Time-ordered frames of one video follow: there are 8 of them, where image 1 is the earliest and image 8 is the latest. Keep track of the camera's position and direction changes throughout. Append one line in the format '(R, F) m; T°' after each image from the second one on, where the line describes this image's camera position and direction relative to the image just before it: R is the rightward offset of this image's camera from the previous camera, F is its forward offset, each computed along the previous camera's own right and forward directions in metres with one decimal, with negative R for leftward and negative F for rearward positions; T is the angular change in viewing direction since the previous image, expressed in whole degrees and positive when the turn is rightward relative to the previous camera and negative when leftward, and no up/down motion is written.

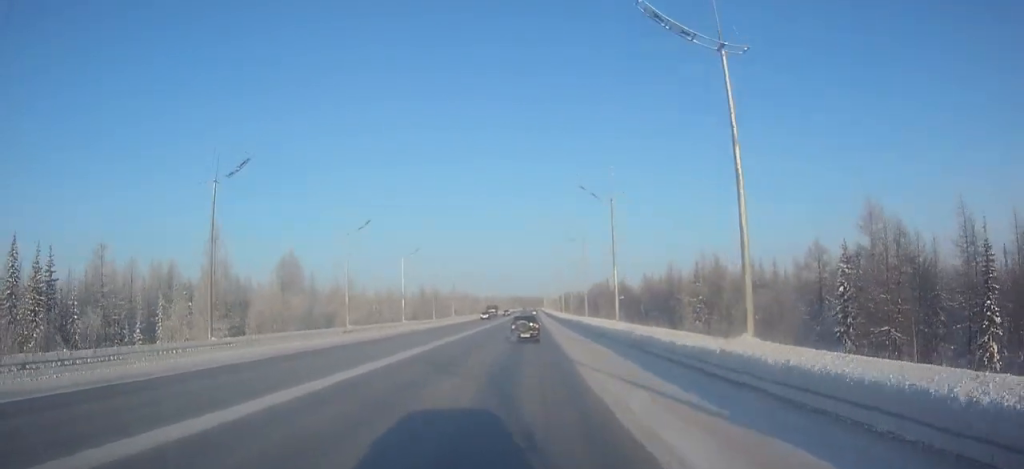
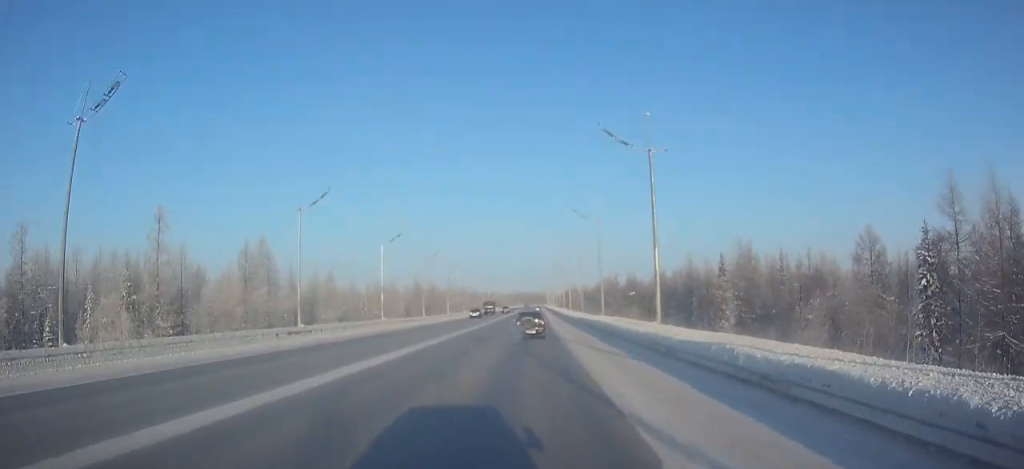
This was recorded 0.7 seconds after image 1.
(0.0, +12.7) m; 0°
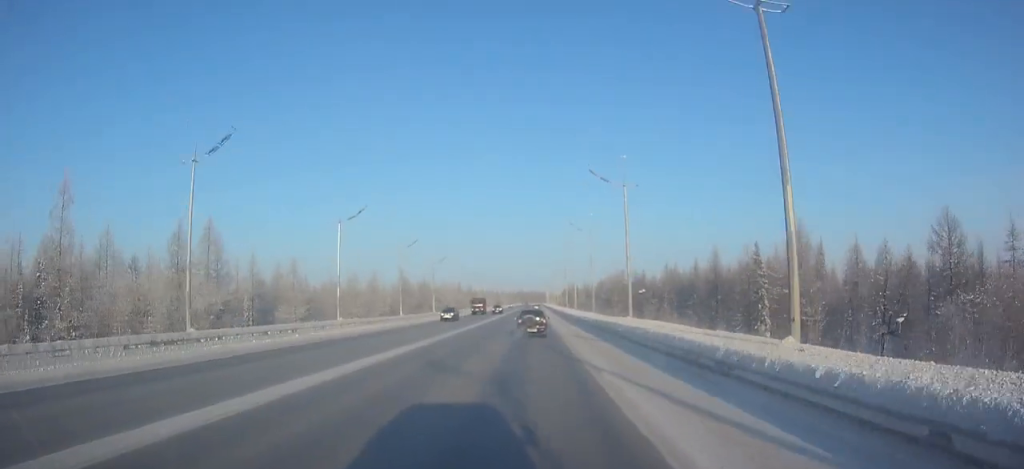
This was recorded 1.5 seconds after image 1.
(+0.1, +15.2) m; 0°
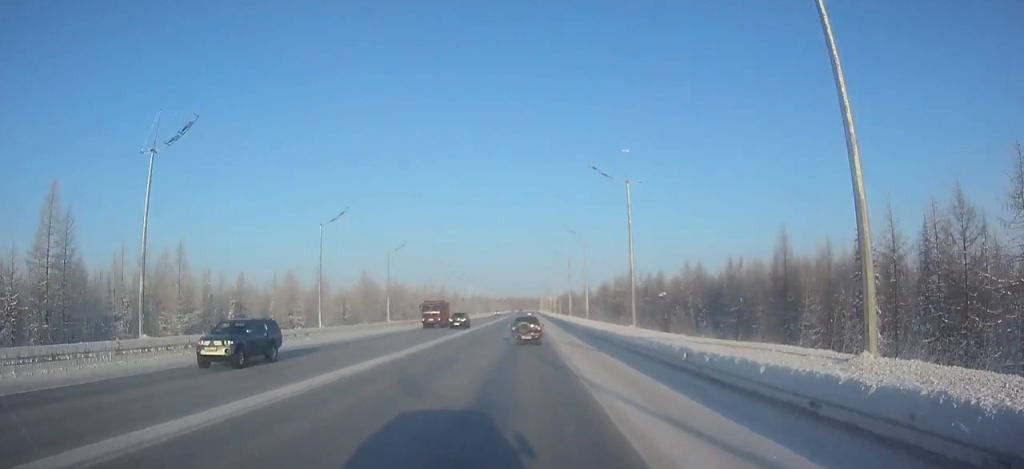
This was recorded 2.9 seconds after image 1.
(+0.1, +27.6) m; 0°
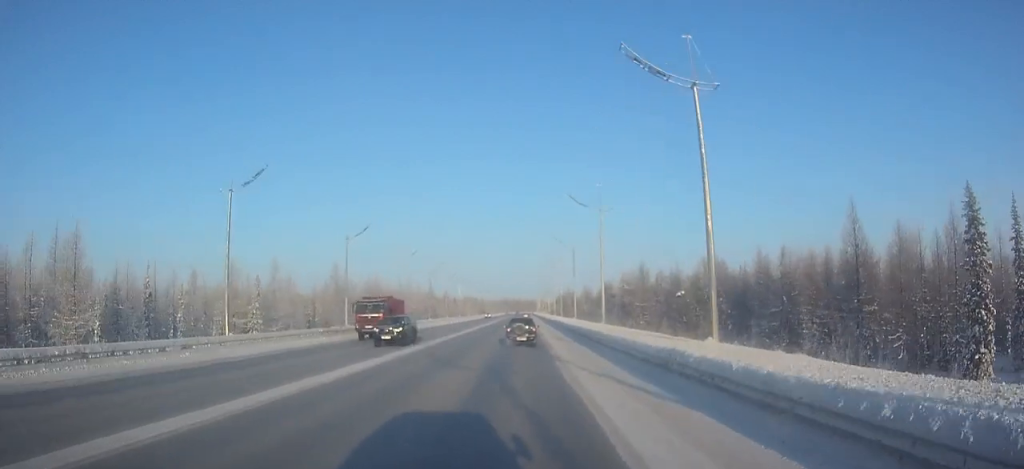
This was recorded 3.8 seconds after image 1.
(0.0, +15.5) m; 0°
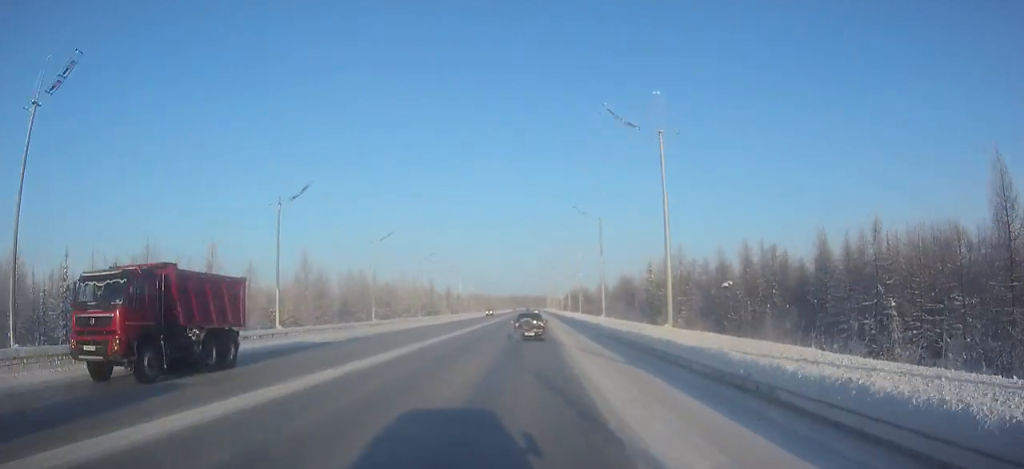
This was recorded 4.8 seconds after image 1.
(0.0, +18.4) m; 0°
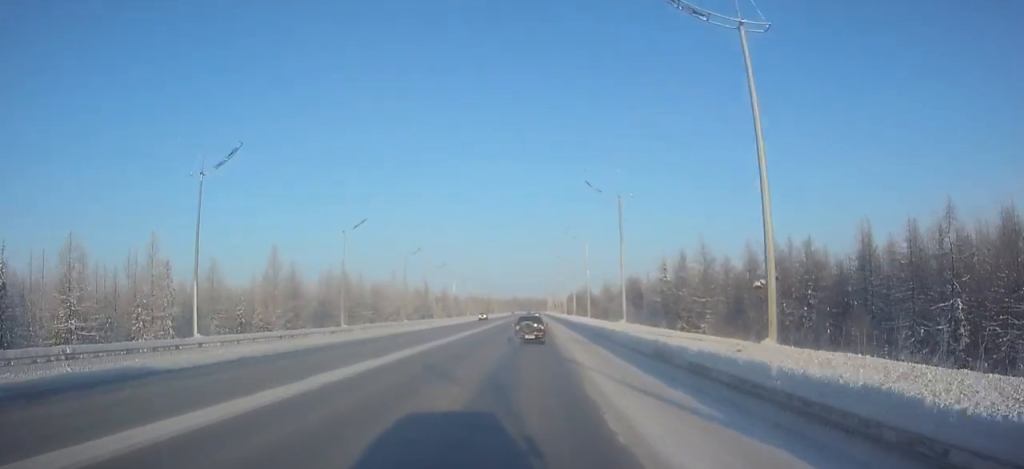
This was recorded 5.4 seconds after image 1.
(0.0, +11.0) m; 0°
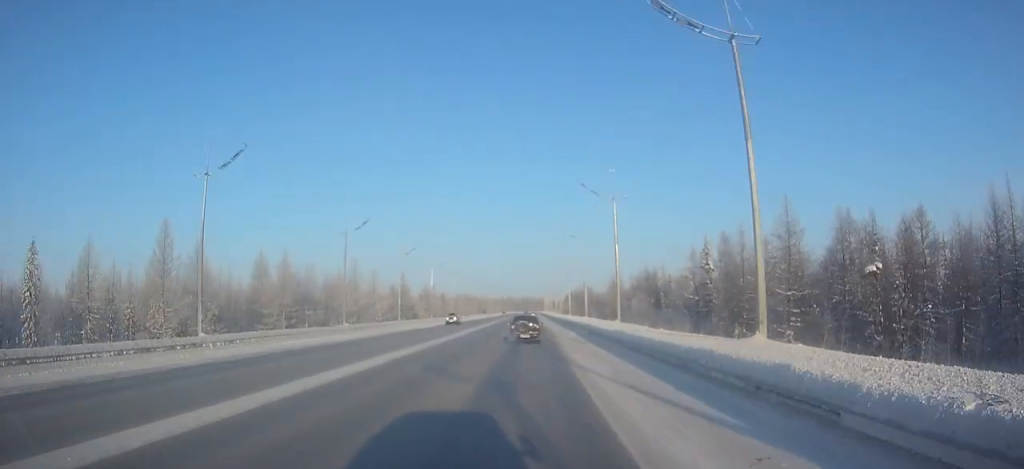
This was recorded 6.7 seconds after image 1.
(0.0, +24.2) m; 0°
